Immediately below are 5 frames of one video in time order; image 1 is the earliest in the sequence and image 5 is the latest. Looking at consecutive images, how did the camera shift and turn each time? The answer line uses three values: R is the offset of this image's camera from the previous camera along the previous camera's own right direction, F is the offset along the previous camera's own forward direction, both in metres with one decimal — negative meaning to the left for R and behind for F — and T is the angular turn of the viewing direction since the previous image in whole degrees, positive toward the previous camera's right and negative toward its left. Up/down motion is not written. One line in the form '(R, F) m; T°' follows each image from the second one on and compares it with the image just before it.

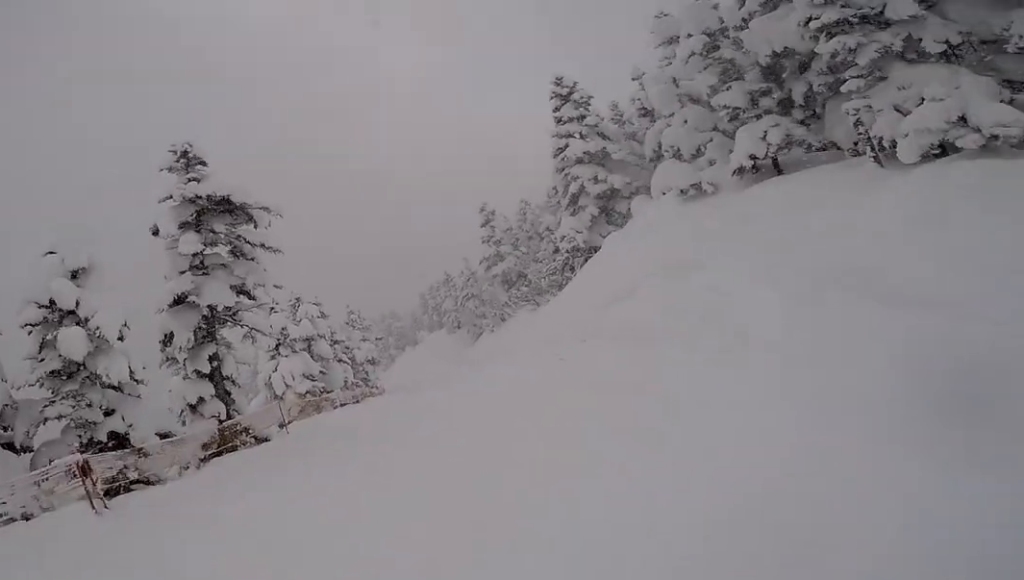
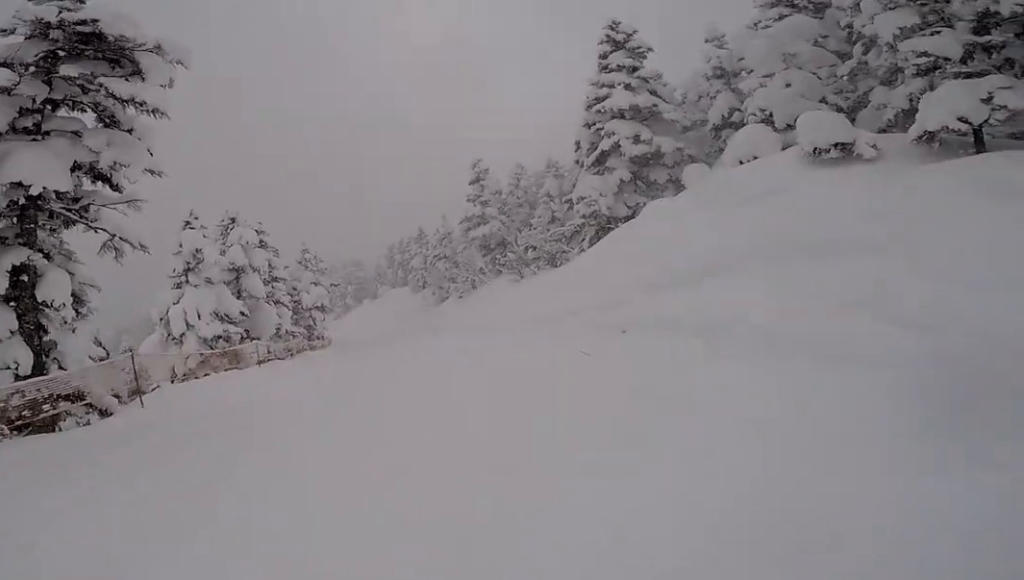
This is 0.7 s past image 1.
(+0.4, +4.4) m; -1°
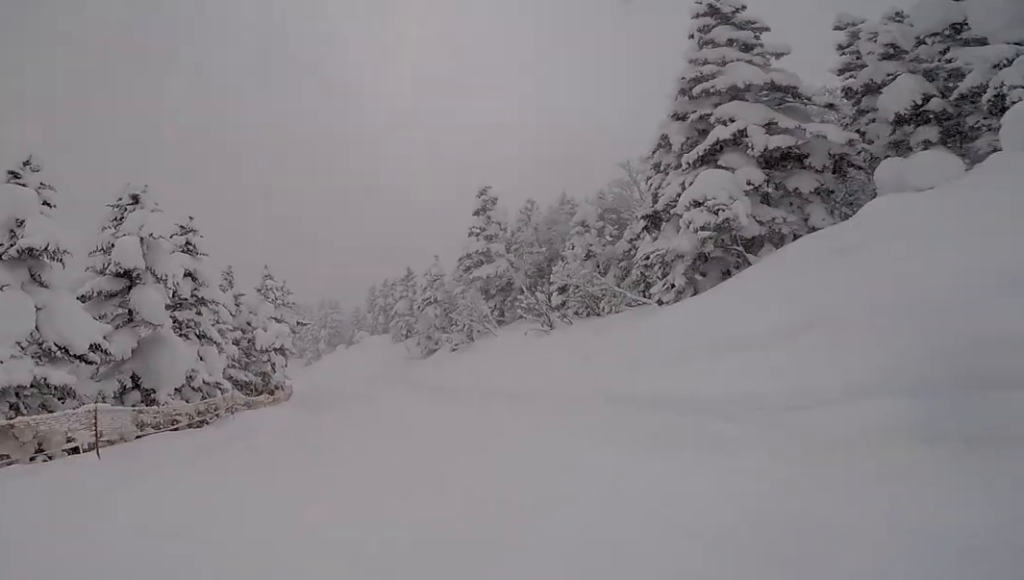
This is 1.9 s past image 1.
(-0.5, +7.4) m; -5°
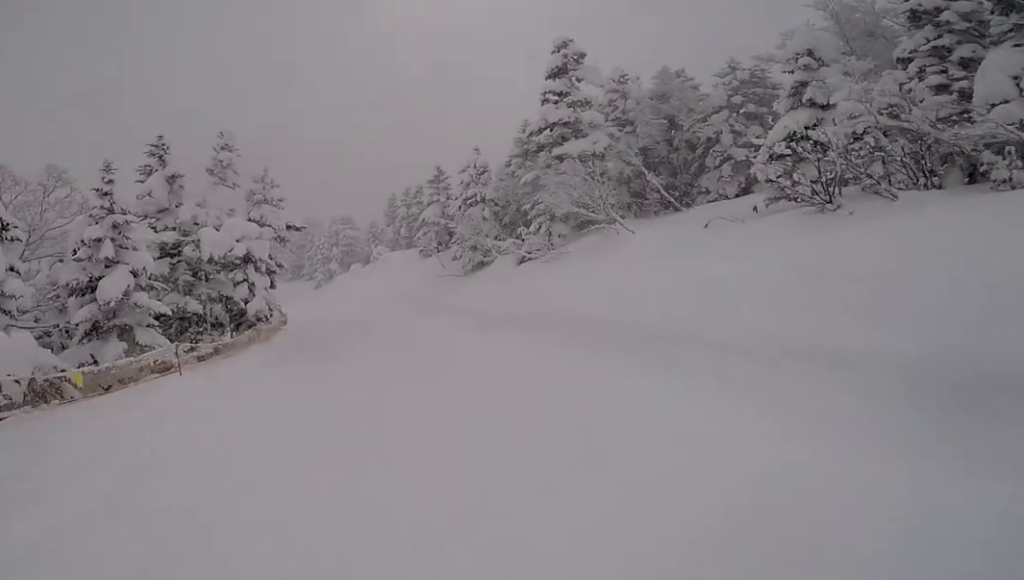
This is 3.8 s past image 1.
(+0.1, +12.1) m; +7°
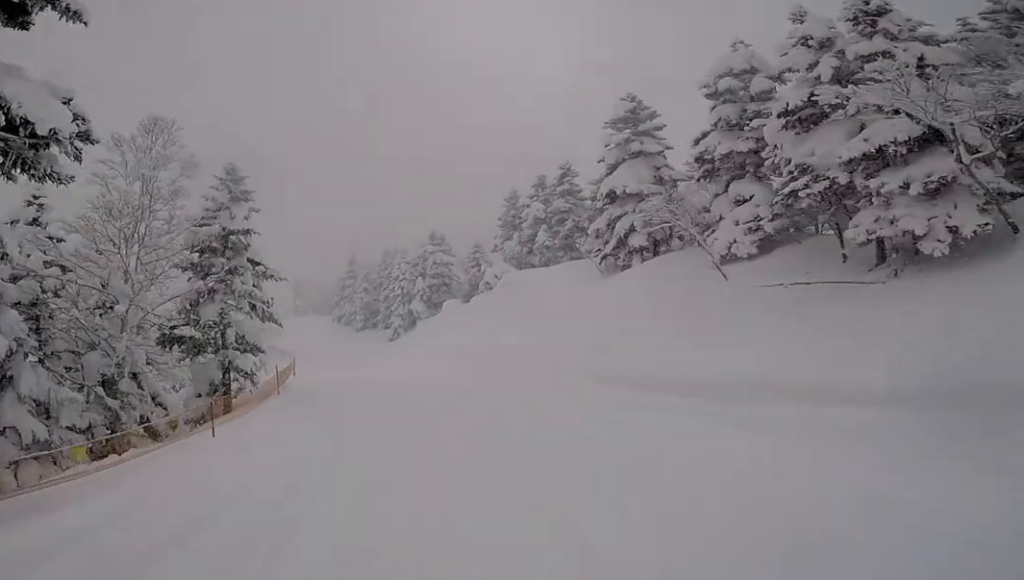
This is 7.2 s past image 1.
(-1.3, +22.7) m; -18°
